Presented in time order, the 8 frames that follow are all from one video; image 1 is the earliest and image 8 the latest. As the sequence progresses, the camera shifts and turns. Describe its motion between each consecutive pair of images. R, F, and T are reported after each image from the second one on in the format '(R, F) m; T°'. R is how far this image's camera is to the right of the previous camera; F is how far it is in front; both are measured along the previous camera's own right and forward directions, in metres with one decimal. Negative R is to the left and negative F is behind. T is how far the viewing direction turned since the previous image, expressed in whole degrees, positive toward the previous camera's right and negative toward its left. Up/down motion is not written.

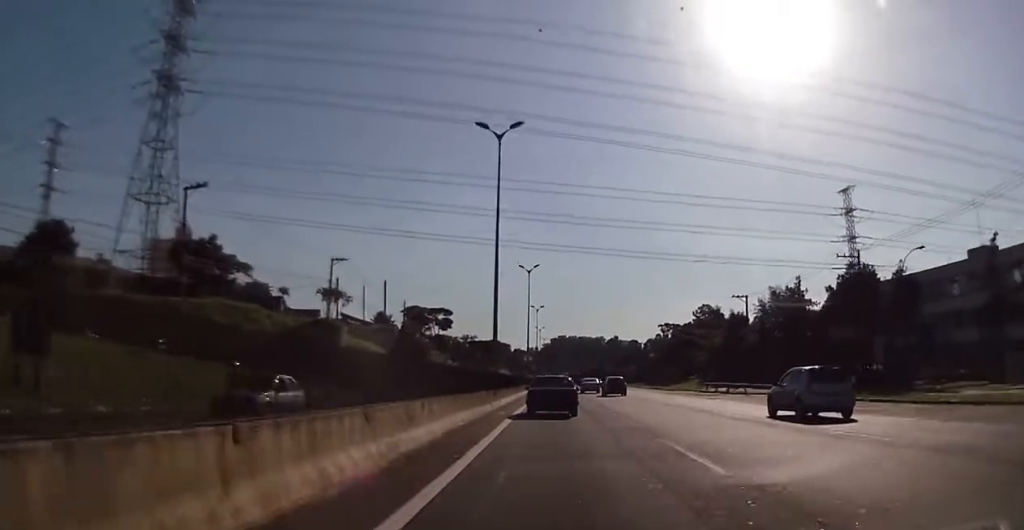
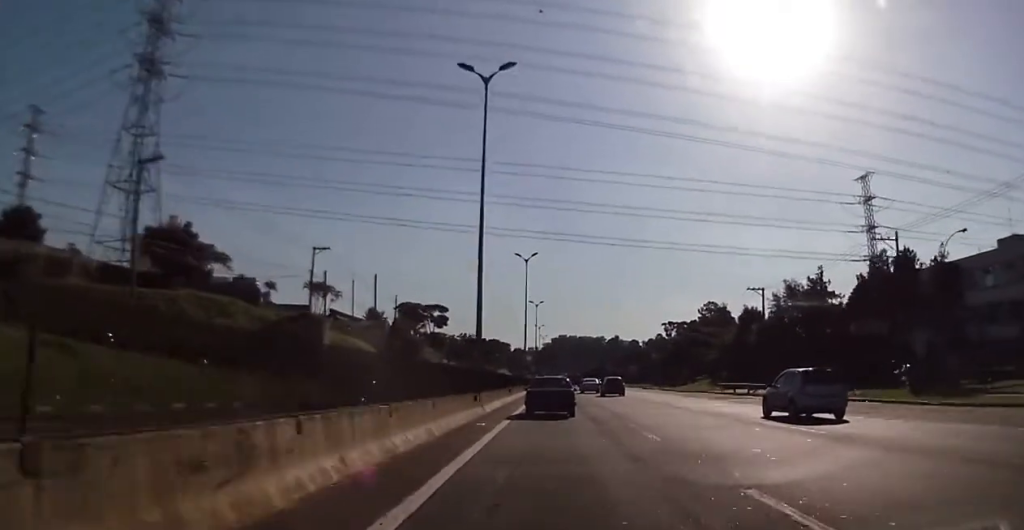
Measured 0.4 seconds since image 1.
(-0.2, +6.6) m; 0°
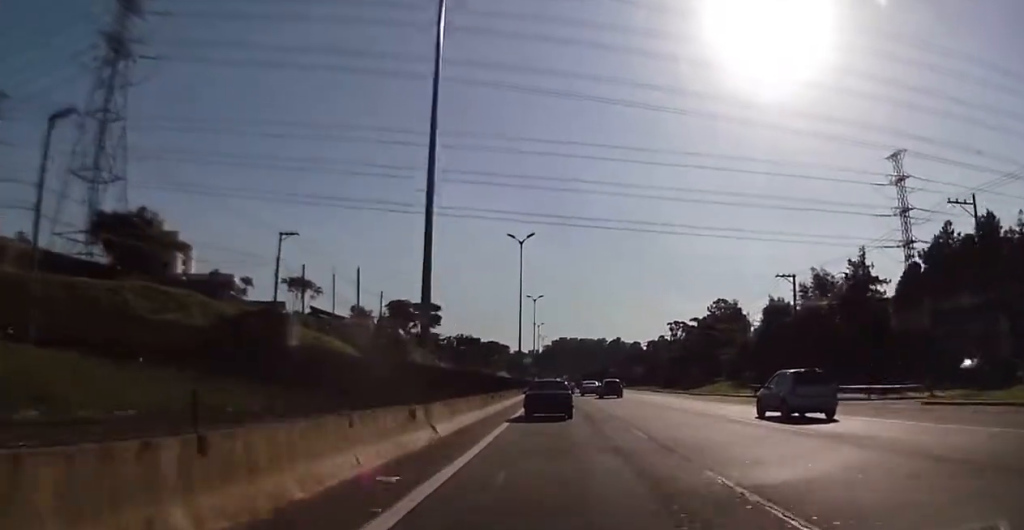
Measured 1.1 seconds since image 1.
(+0.1, +10.1) m; 0°
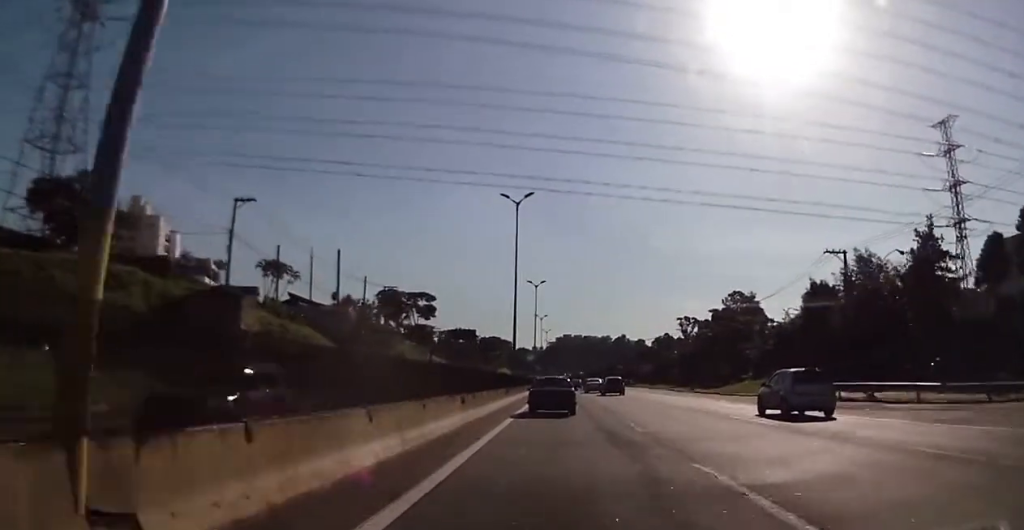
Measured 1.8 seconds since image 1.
(+0.2, +11.1) m; 0°
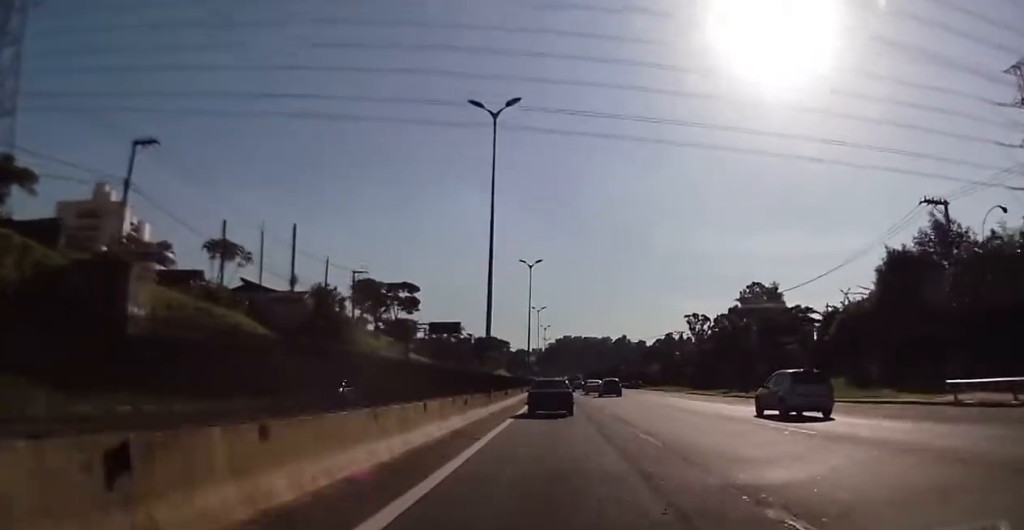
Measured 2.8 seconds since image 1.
(-0.5, +15.3) m; -2°
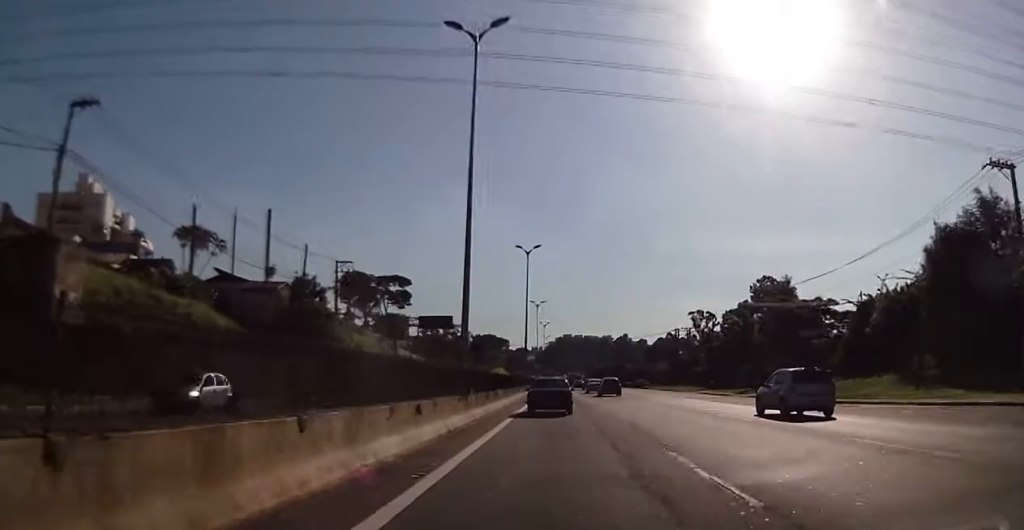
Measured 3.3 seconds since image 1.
(0.0, +6.8) m; 0°
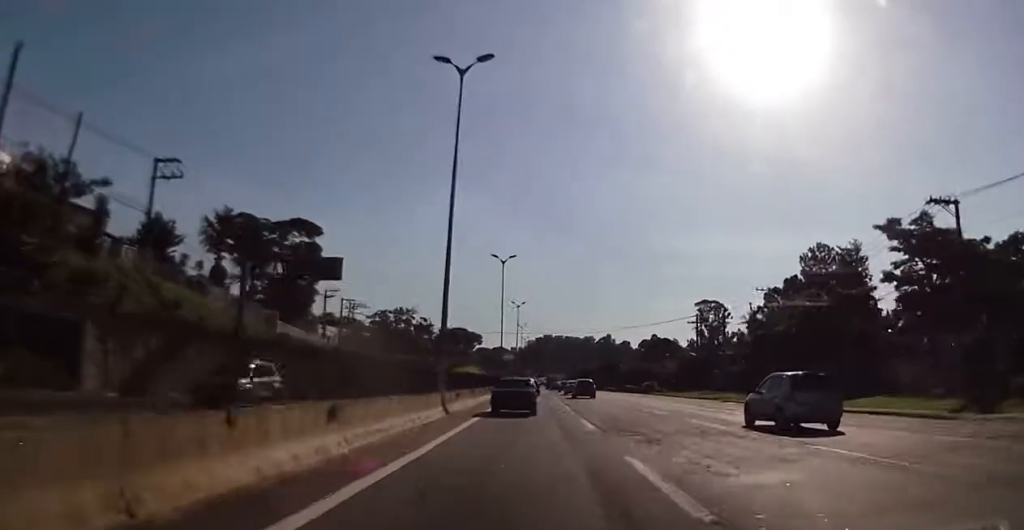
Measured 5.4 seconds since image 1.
(+0.7, +35.1) m; +2°
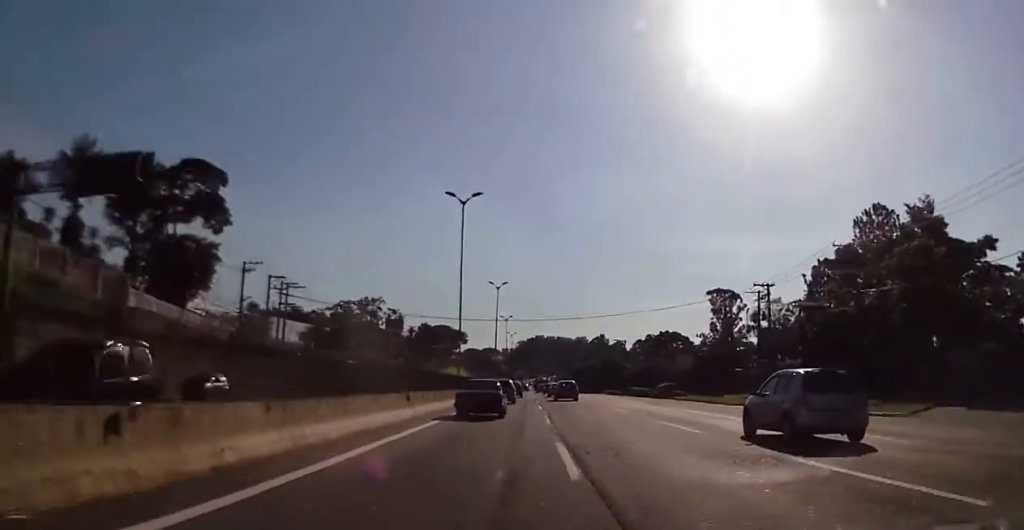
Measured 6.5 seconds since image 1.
(-0.3, +20.8) m; 0°
